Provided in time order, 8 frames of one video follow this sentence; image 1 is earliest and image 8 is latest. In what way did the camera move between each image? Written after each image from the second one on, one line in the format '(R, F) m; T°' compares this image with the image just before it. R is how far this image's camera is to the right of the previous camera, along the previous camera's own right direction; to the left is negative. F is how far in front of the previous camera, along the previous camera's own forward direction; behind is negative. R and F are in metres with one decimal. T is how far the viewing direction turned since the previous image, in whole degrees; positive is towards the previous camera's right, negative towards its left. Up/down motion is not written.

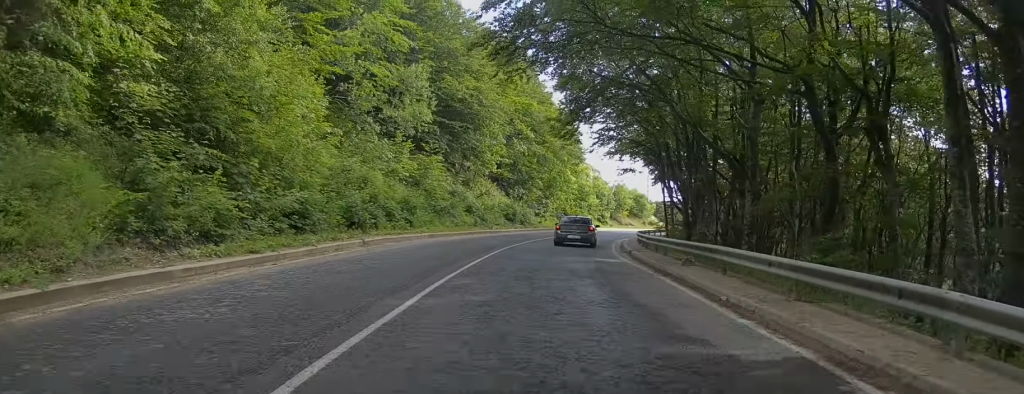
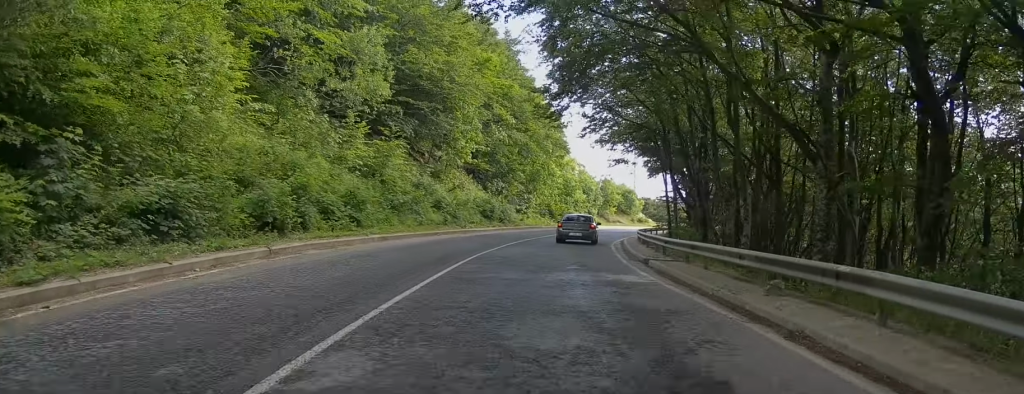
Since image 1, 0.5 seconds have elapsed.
(+0.1, +6.8) m; +1°
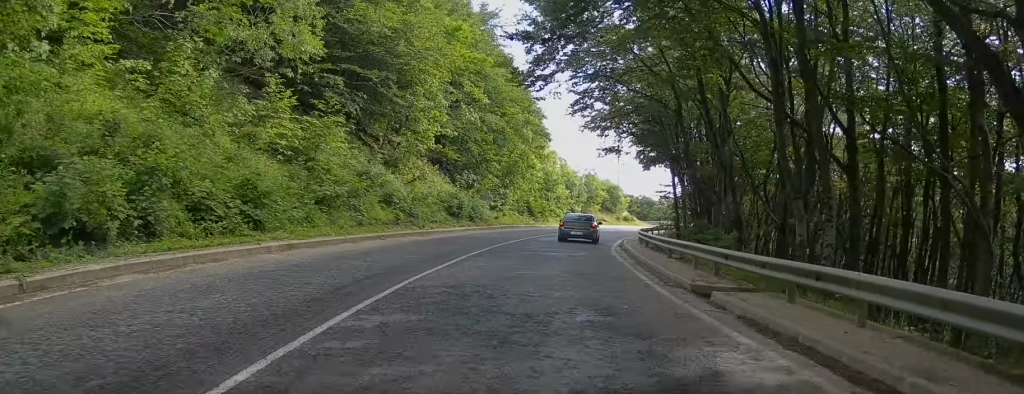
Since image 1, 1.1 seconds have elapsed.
(0.0, +7.8) m; +1°
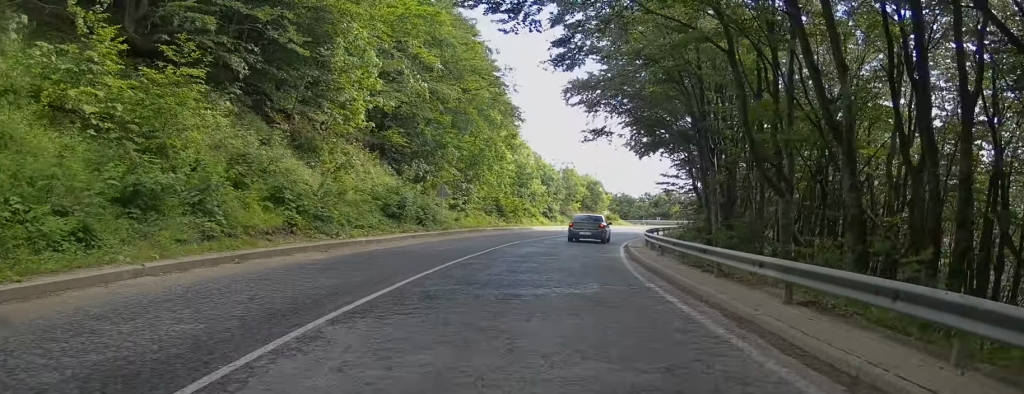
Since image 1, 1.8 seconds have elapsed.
(+0.2, +10.3) m; +2°
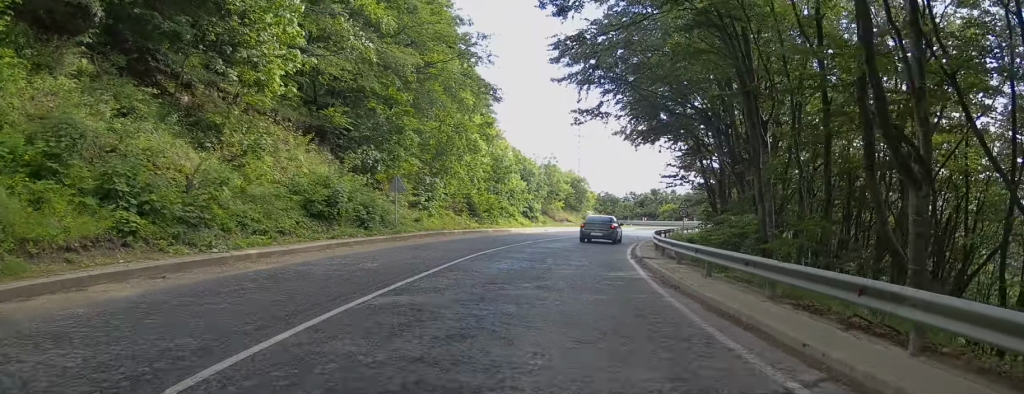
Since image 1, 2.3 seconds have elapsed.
(+0.1, +7.5) m; +2°
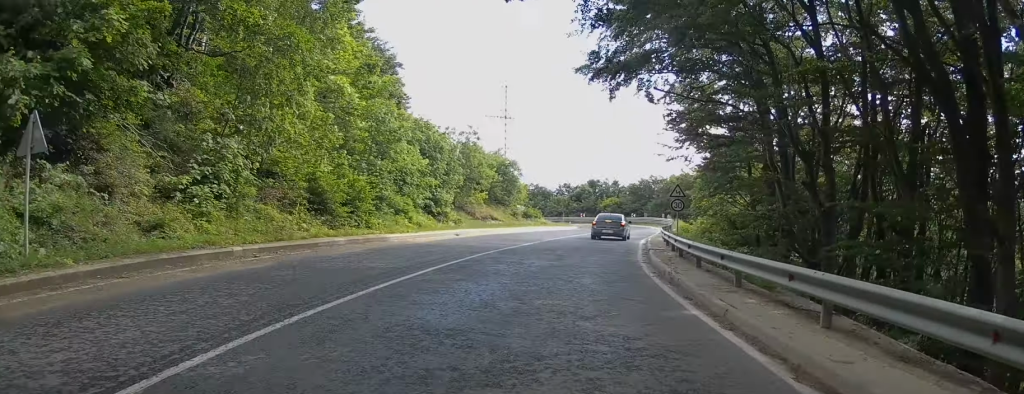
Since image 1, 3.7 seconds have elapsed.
(+1.3, +19.0) m; +7°
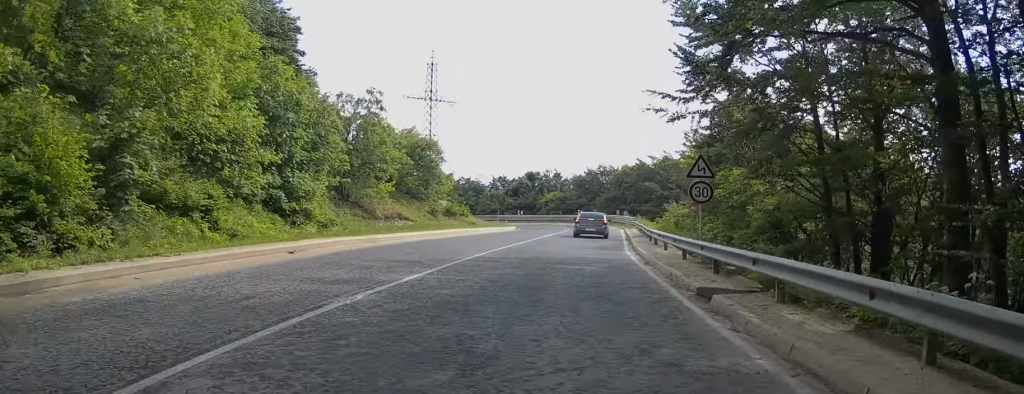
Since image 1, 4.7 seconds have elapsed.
(+0.5, +14.2) m; +4°
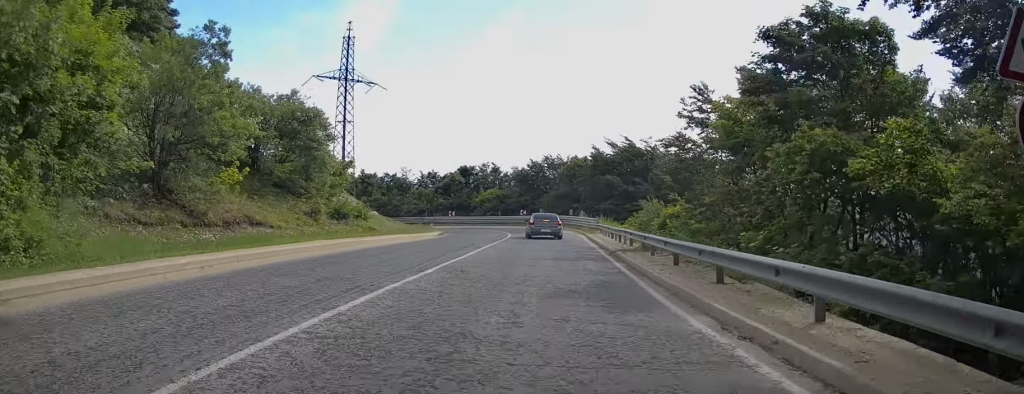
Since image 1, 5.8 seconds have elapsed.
(+0.6, +13.7) m; +4°
